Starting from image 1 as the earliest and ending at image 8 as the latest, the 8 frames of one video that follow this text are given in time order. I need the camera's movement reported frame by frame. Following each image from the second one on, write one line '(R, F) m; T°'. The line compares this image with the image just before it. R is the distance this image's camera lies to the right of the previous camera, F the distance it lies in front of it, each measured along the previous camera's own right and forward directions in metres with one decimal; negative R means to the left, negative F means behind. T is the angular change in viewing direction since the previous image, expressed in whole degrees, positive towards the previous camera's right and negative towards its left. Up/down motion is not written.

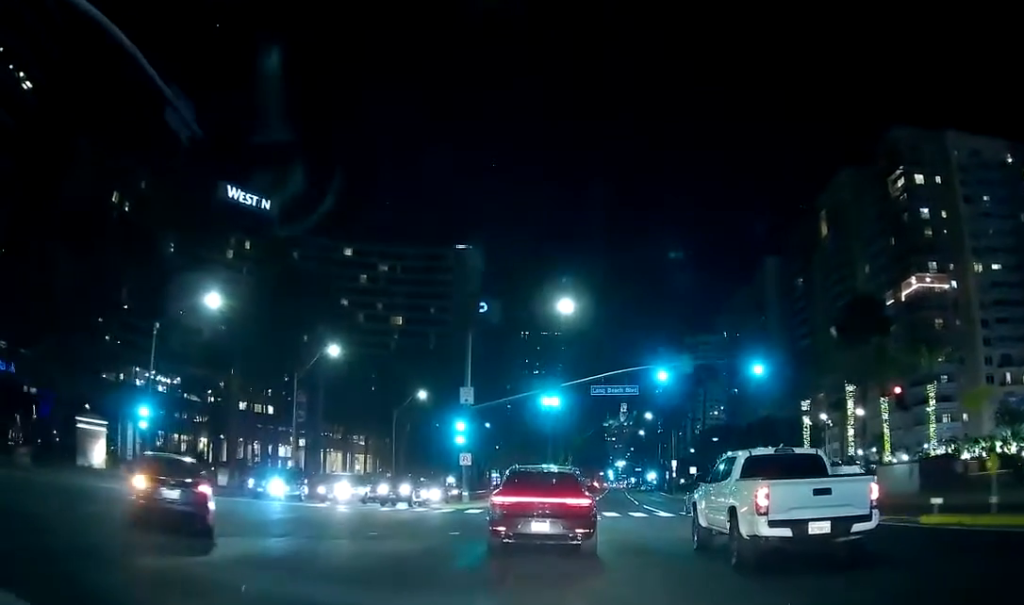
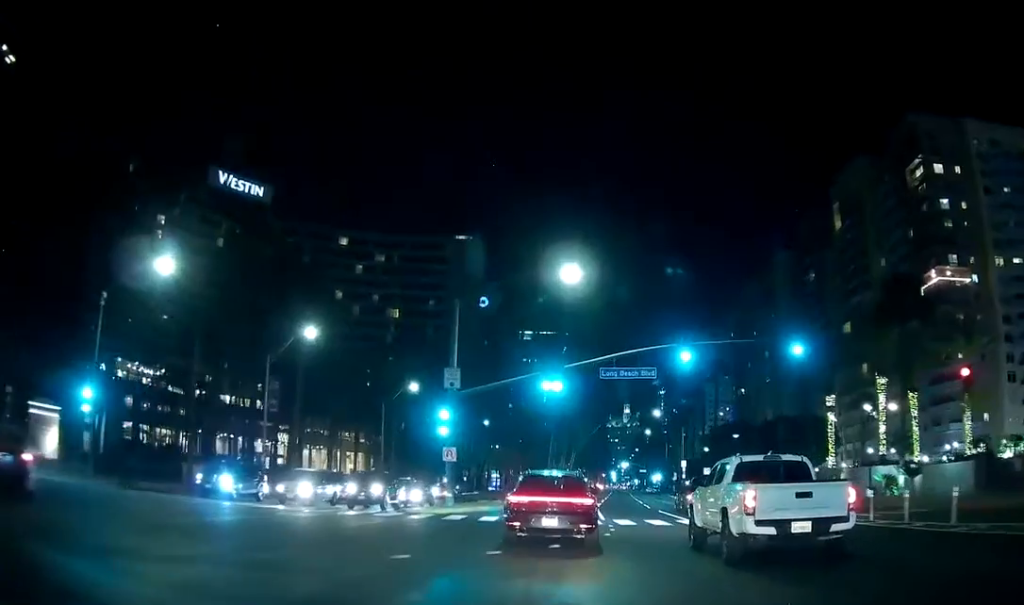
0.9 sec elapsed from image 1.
(-0.2, +6.7) m; -1°
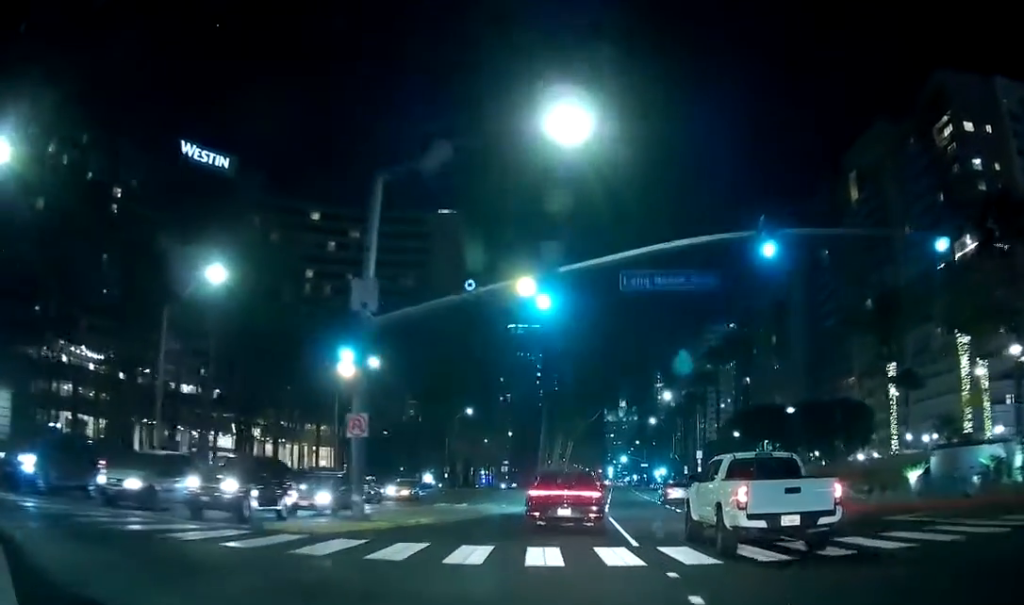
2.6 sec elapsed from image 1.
(-0.1, +15.4) m; -1°
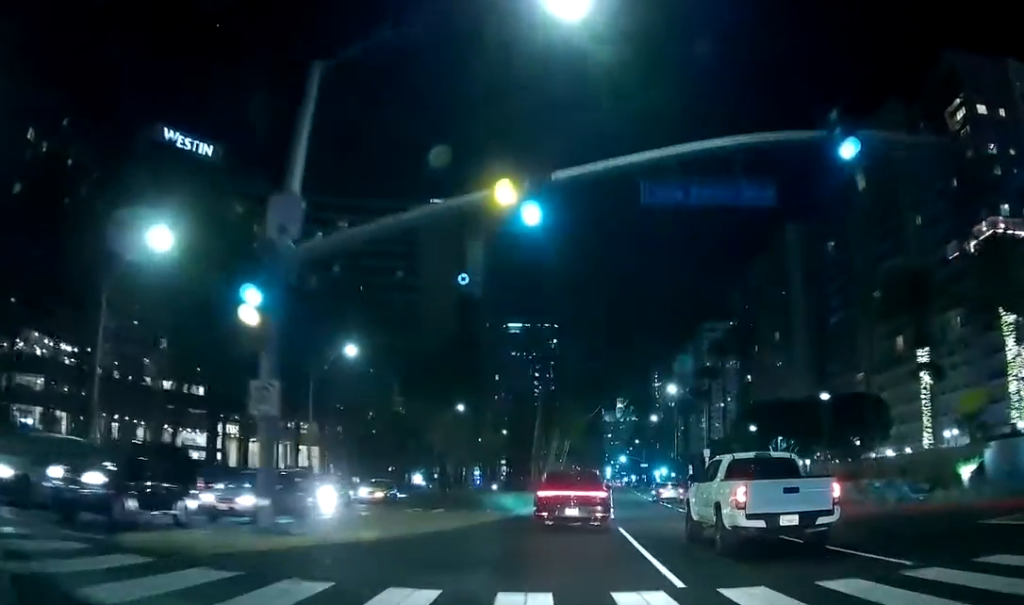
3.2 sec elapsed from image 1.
(0.0, +6.2) m; 0°
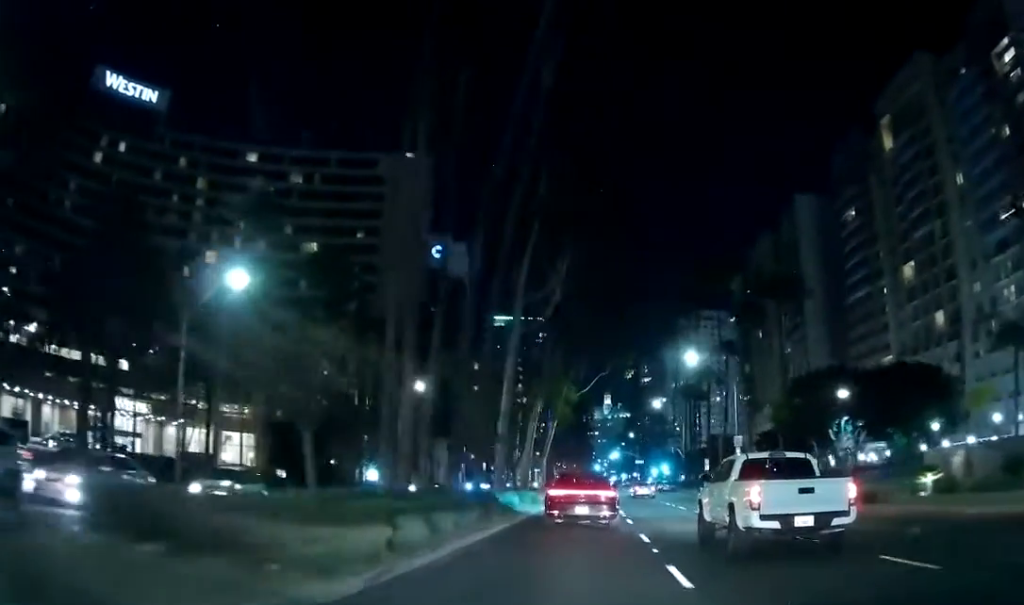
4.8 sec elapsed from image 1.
(+0.4, +19.4) m; +1°
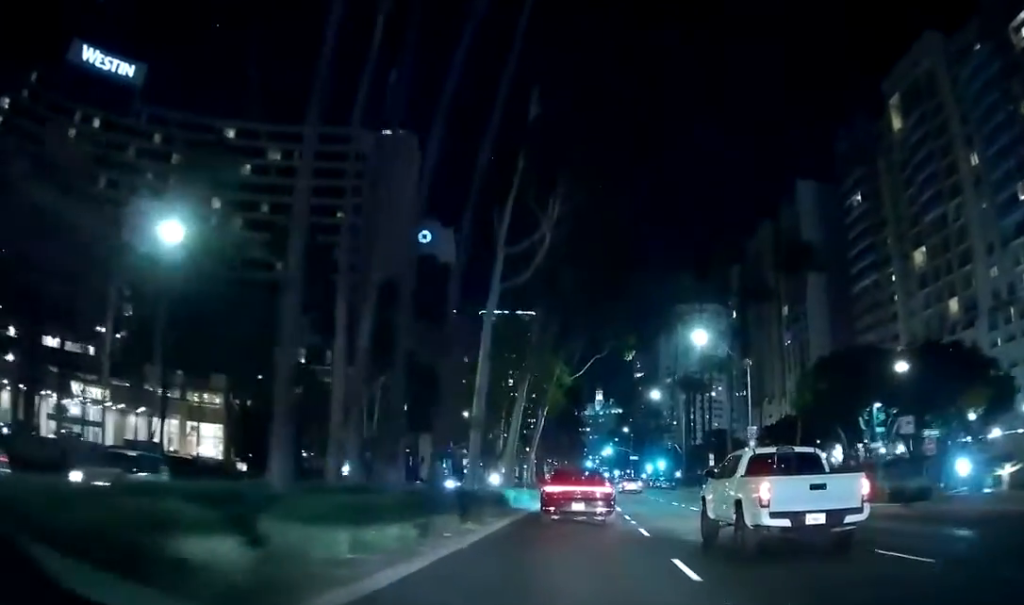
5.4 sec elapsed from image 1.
(-0.1, +7.1) m; 0°
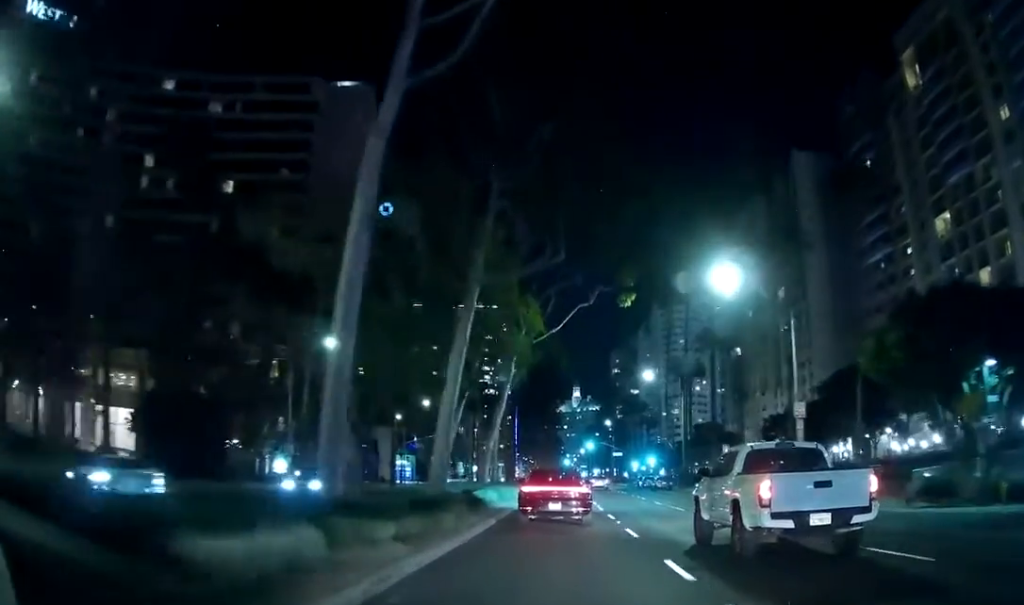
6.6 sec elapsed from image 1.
(+0.1, +15.1) m; +2°
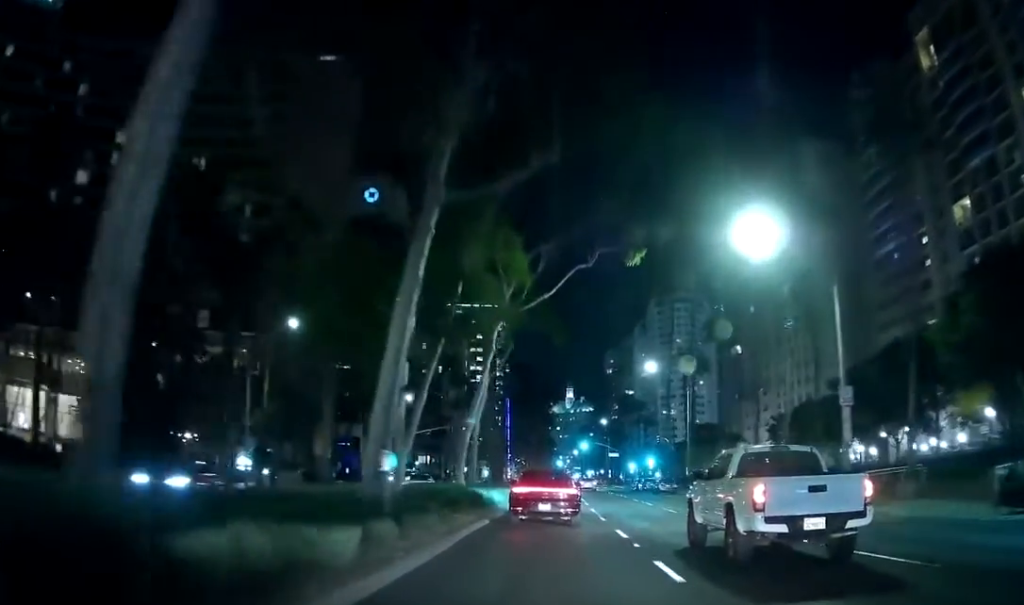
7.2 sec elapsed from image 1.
(+0.1, +7.2) m; +1°
